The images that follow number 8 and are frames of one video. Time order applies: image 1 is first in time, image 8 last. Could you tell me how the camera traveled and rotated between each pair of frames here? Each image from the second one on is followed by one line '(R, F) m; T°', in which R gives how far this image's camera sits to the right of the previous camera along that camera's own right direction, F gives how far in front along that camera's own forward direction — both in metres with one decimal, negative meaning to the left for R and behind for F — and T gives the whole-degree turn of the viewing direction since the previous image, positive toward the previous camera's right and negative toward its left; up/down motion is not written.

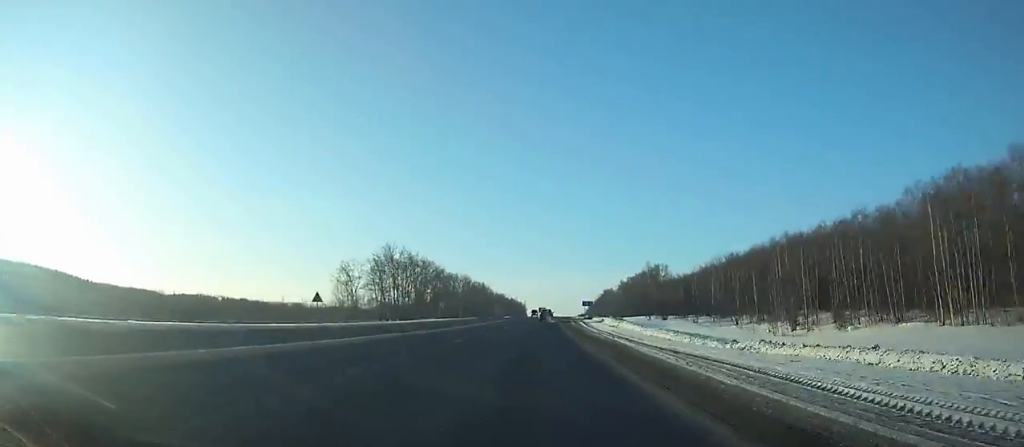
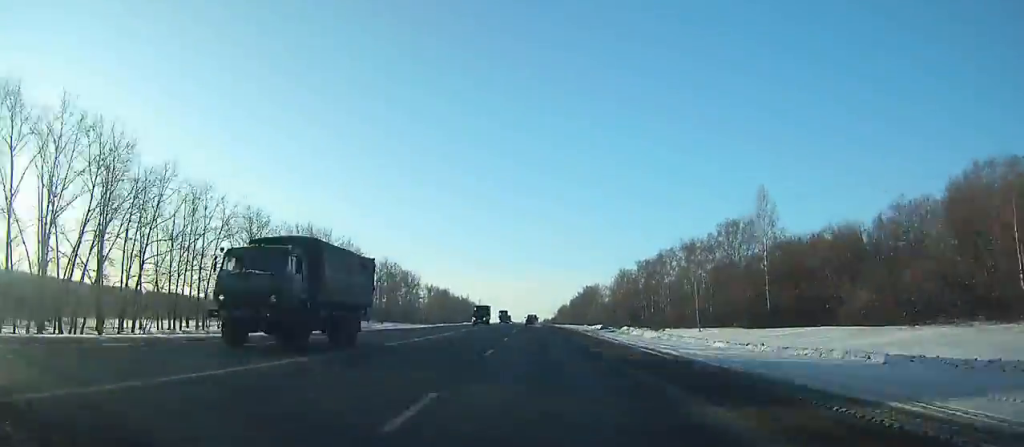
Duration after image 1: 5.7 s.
(+4.9, +123.7) m; +4°
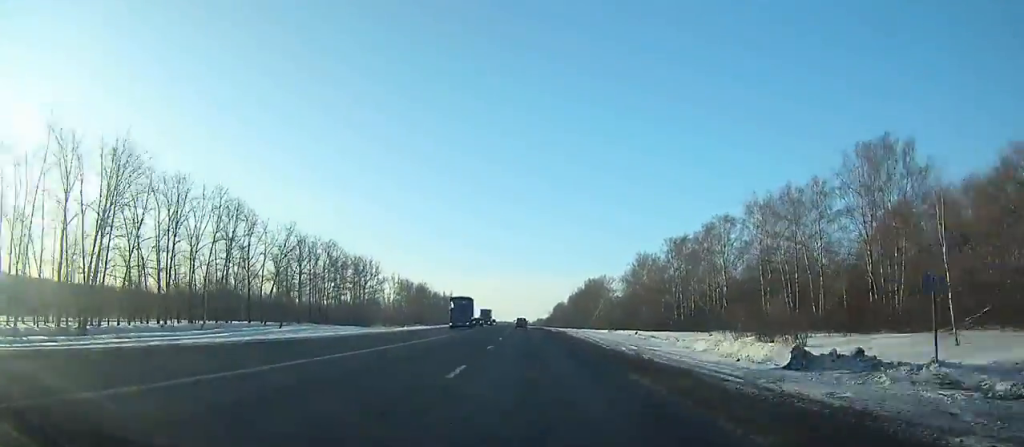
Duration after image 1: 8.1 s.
(+0.4, +54.1) m; 0°
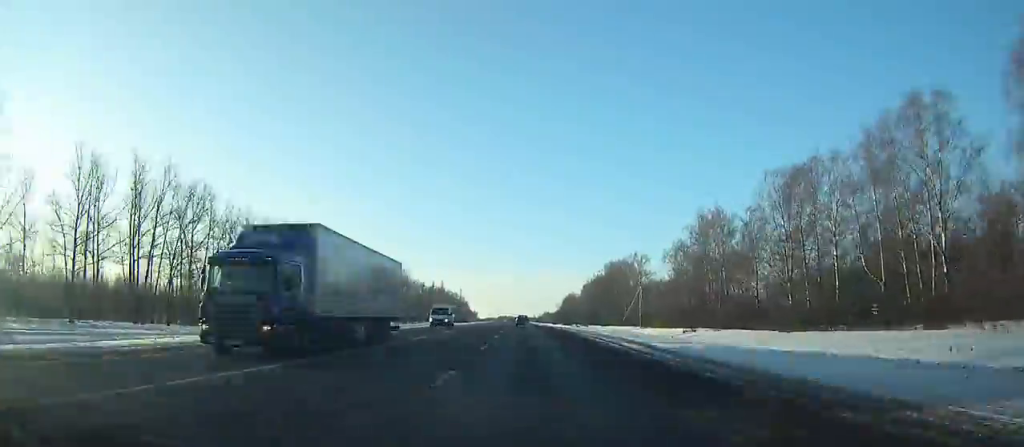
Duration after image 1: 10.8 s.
(-0.2, +62.2) m; -1°
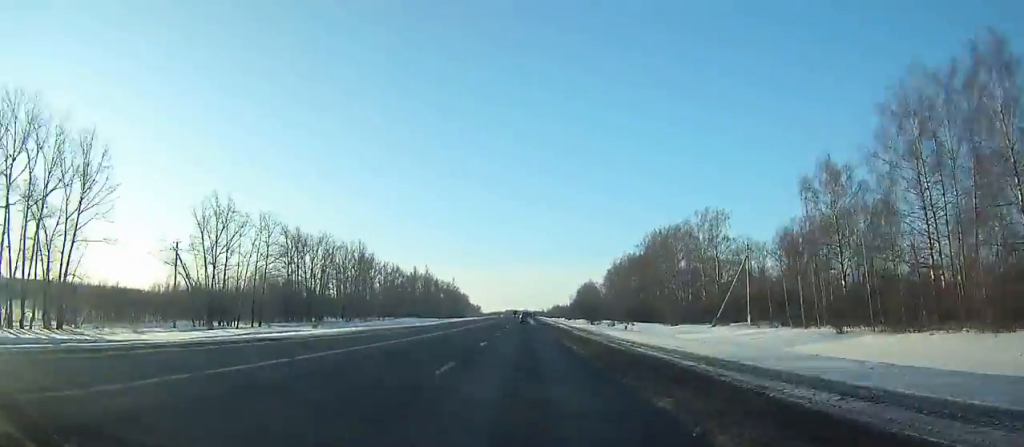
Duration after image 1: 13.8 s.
(-0.4, +70.8) m; -1°
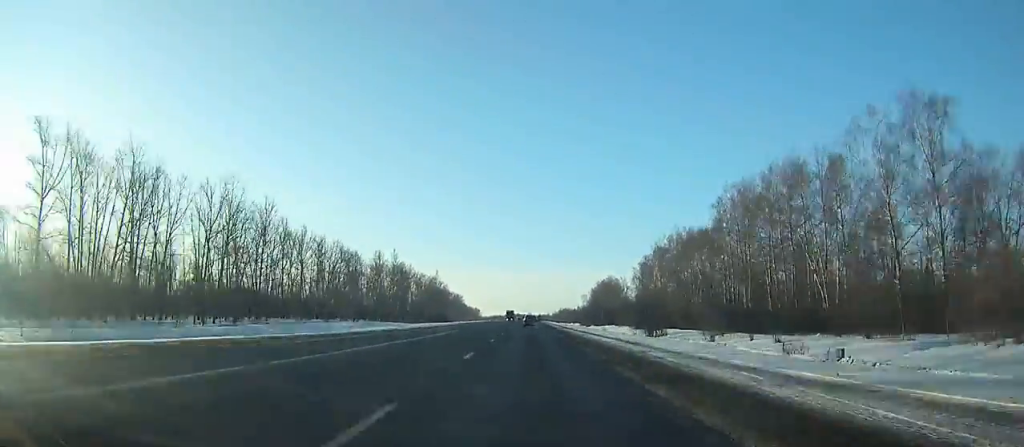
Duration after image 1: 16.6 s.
(-0.5, +67.4) m; 0°
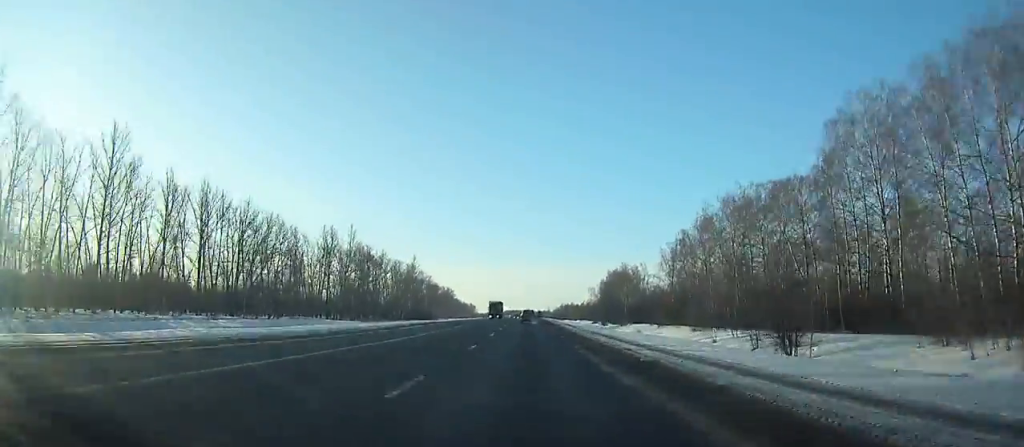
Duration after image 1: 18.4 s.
(0.0, +43.9) m; 0°
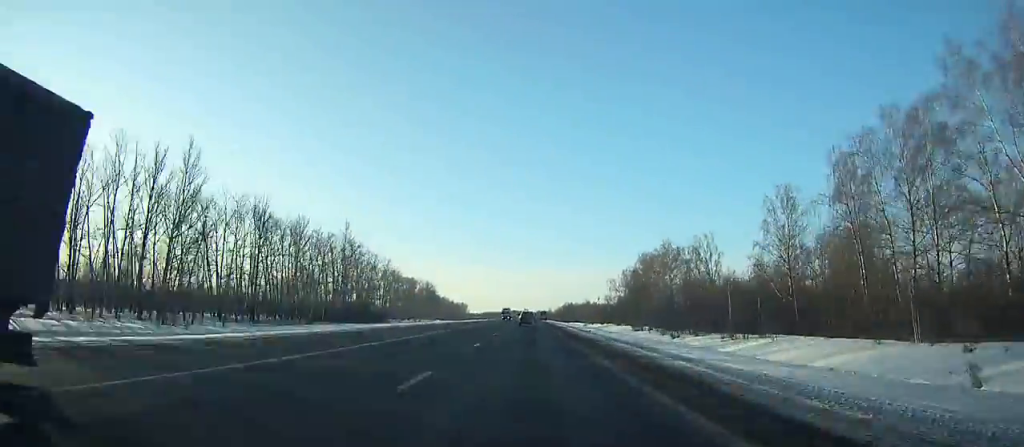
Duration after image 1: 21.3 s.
(-0.1, +70.9) m; 0°
